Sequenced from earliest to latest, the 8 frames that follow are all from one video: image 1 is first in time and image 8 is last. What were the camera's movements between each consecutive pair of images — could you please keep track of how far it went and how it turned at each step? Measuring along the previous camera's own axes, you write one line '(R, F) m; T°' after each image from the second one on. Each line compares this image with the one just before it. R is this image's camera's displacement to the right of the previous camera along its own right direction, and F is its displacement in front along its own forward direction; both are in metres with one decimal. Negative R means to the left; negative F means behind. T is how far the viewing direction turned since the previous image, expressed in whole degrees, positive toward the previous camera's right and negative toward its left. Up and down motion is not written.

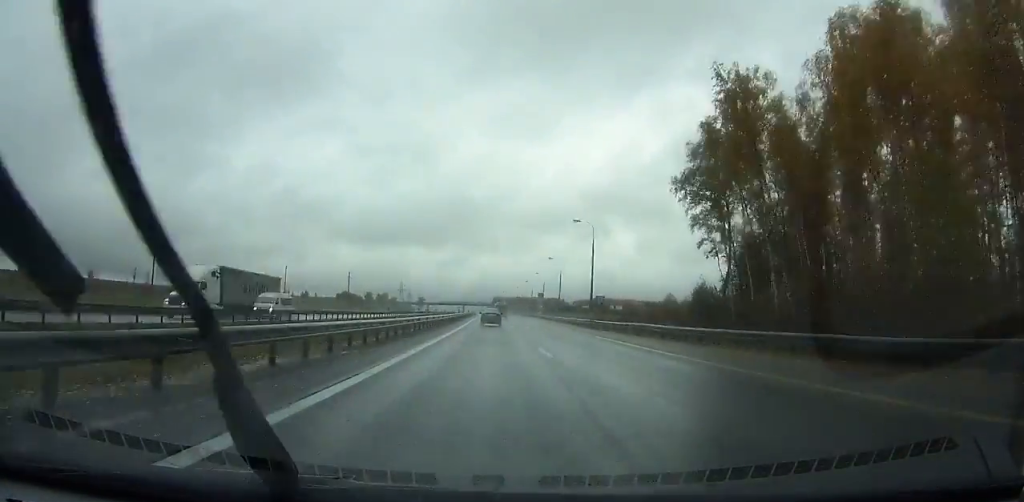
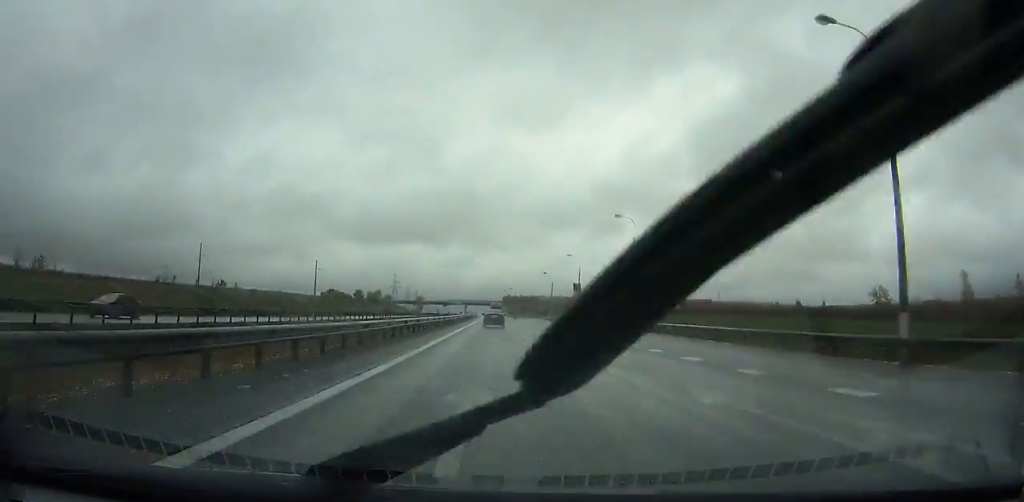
(-0.9, +85.1) m; +3°
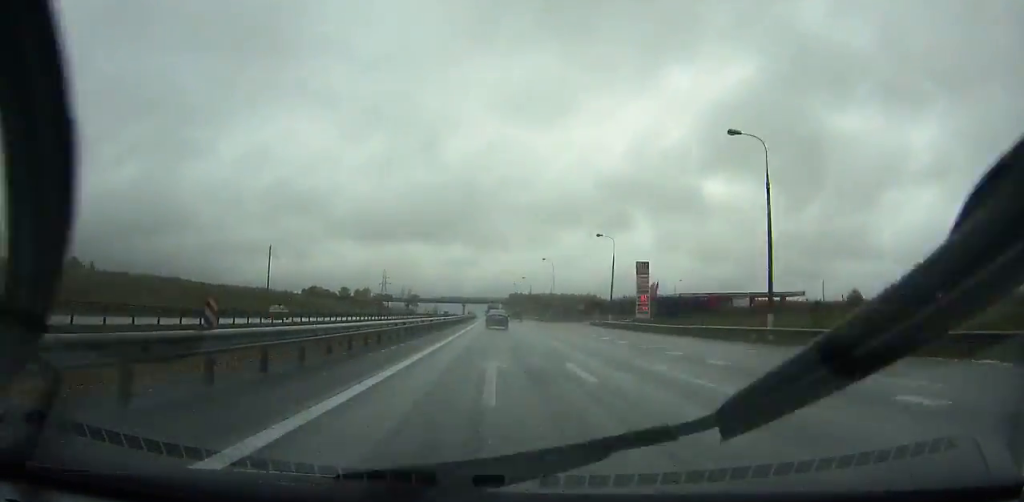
(+3.6, +65.9) m; -3°
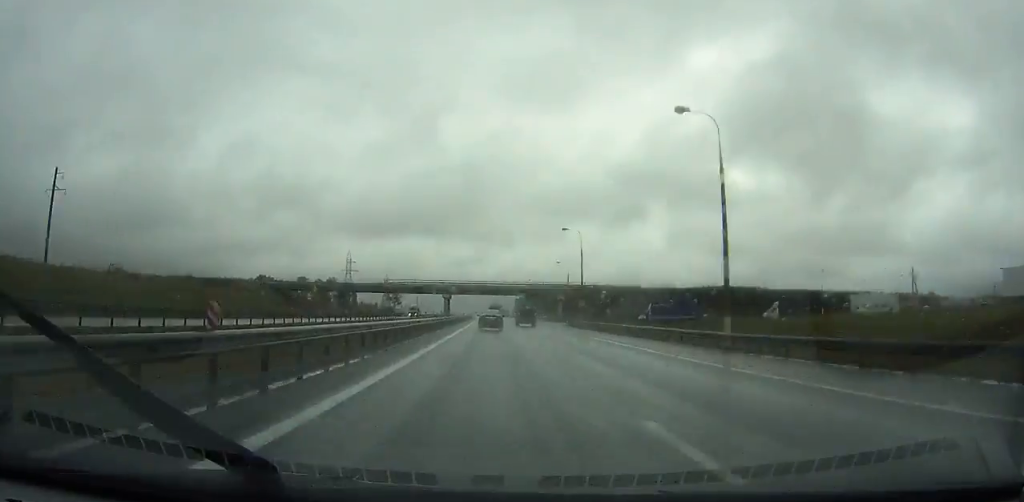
(-13.2, +115.6) m; -8°
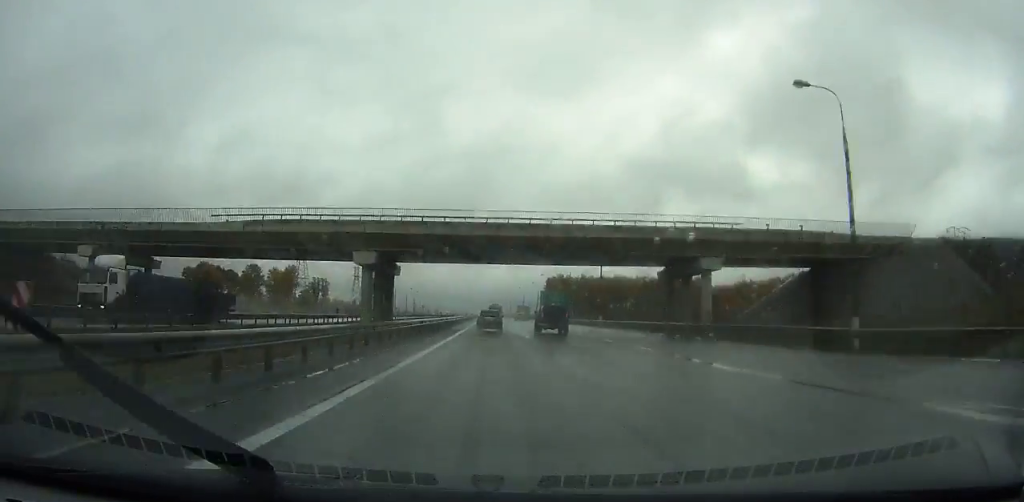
(+6.1, +80.1) m; +4°
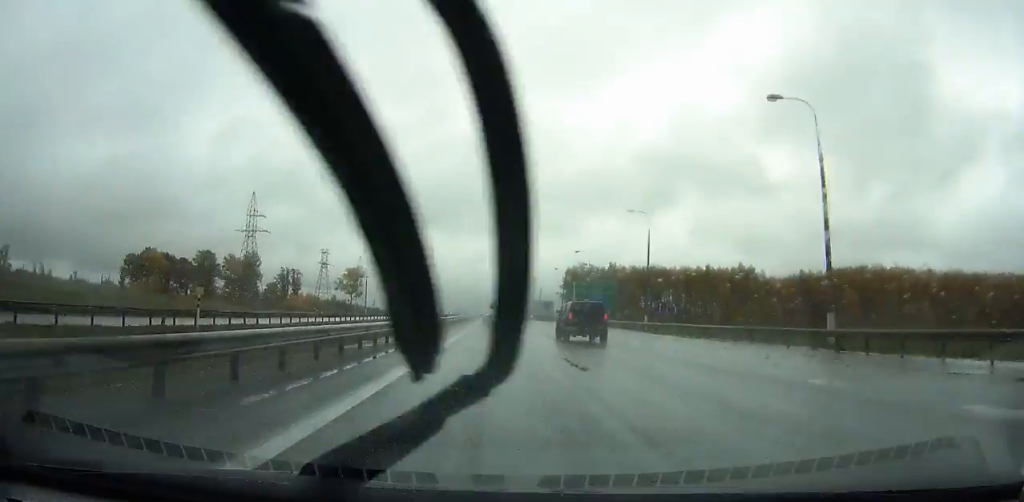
(-0.1, +46.7) m; 0°
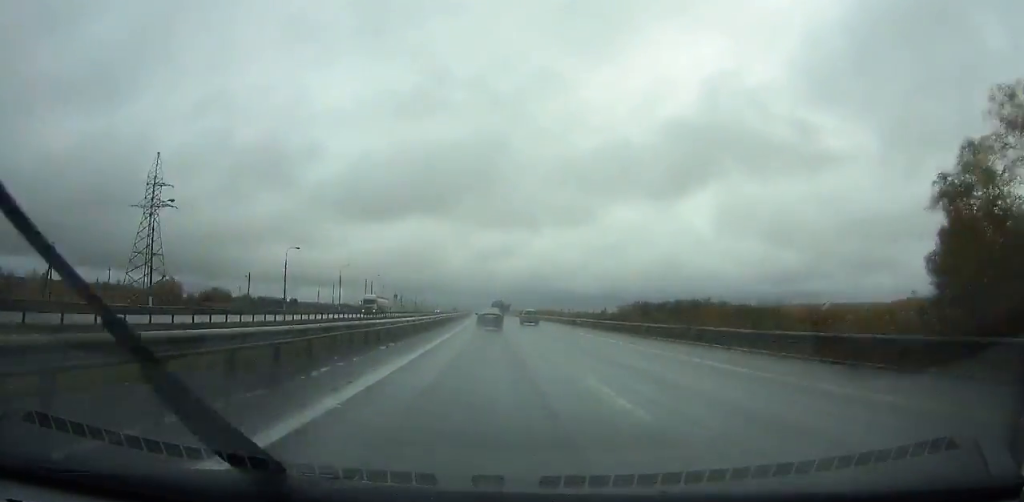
(-2.5, +192.8) m; -2°
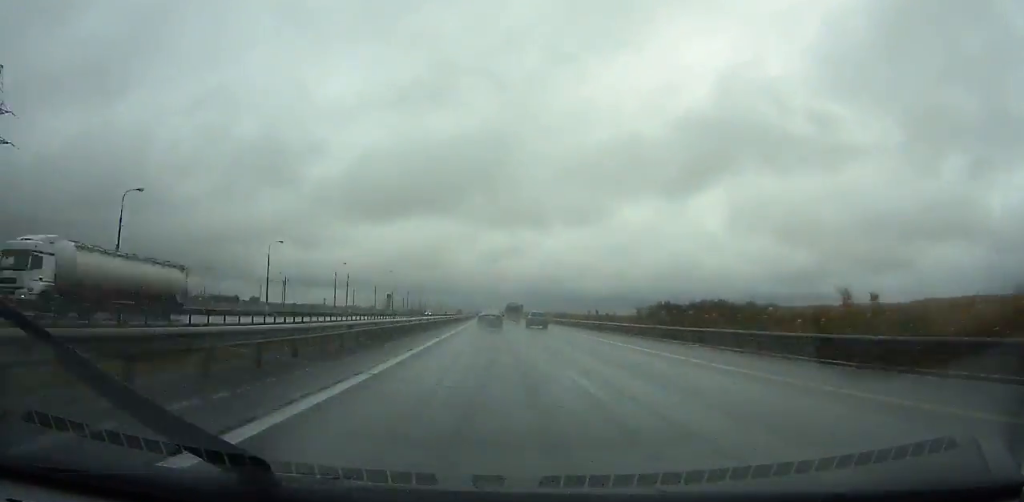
(-0.3, +48.1) m; -1°
